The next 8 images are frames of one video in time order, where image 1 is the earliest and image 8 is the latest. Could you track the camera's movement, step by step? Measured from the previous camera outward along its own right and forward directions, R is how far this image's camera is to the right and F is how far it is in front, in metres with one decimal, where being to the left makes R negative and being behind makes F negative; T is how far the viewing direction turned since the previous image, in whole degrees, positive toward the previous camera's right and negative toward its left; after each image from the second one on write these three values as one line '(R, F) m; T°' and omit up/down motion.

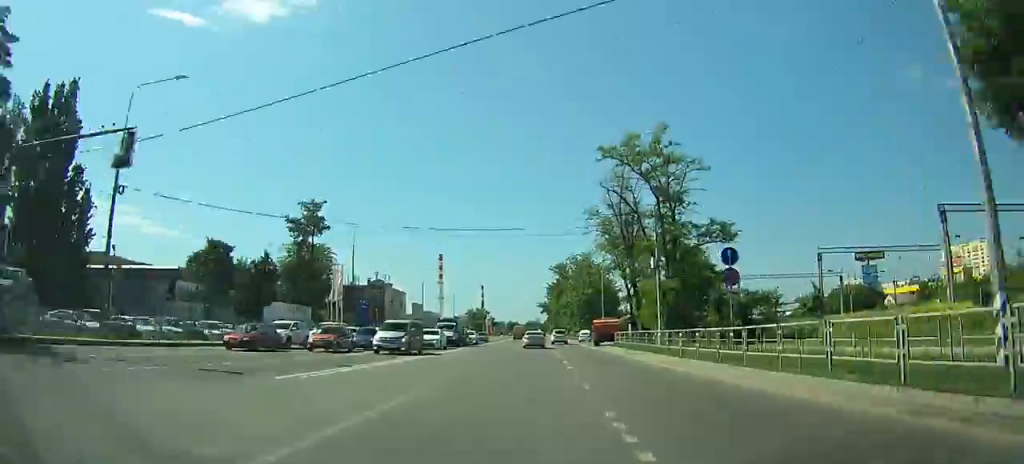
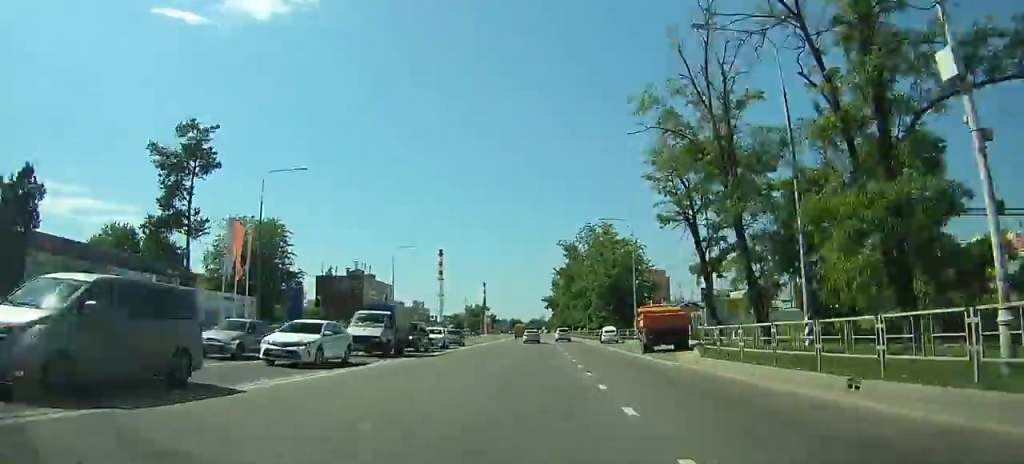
(-0.2, +24.5) m; 0°
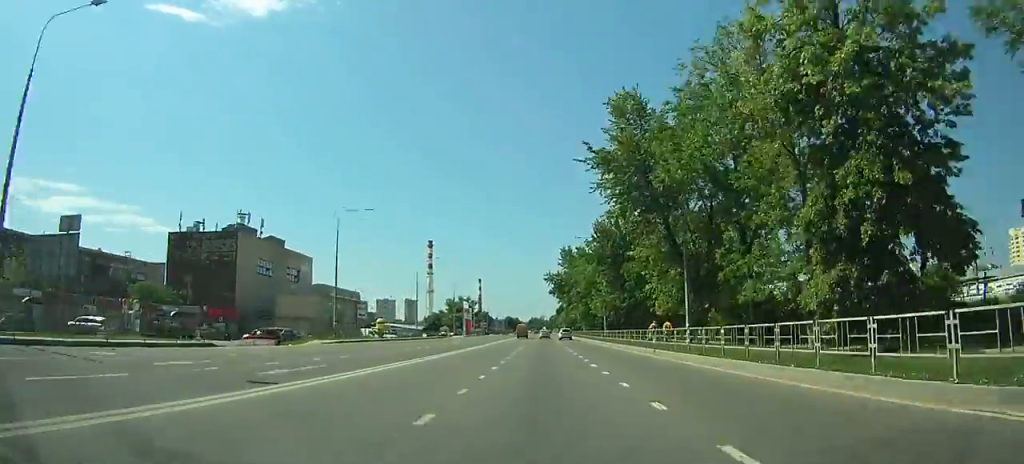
(-0.4, +63.1) m; 0°
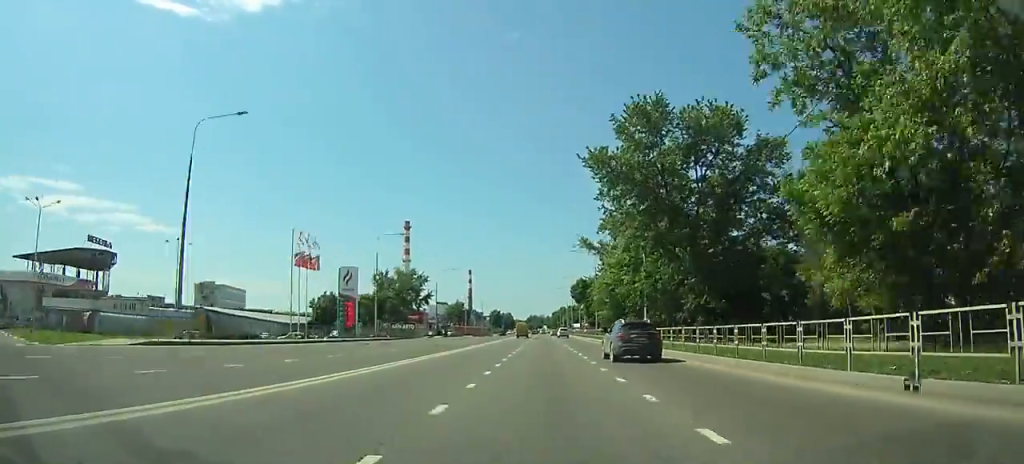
(+0.3, +106.0) m; +1°
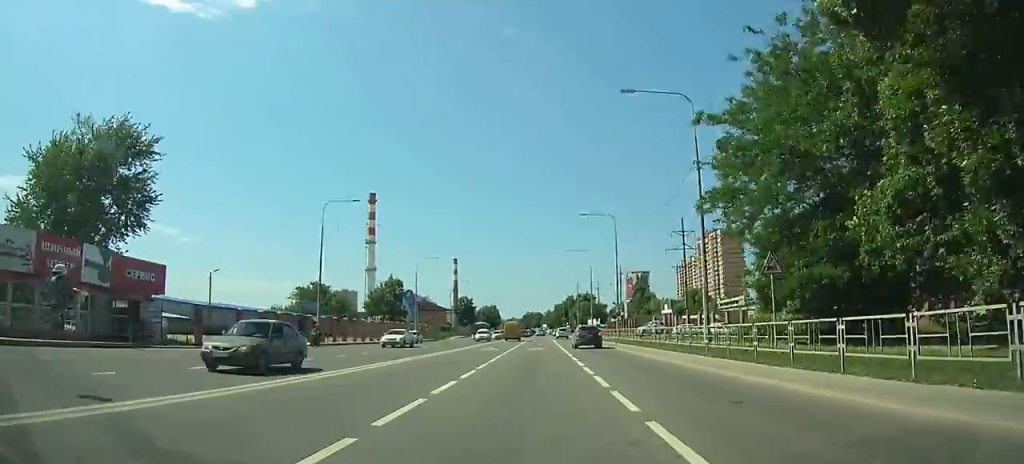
(+0.2, +92.8) m; 0°
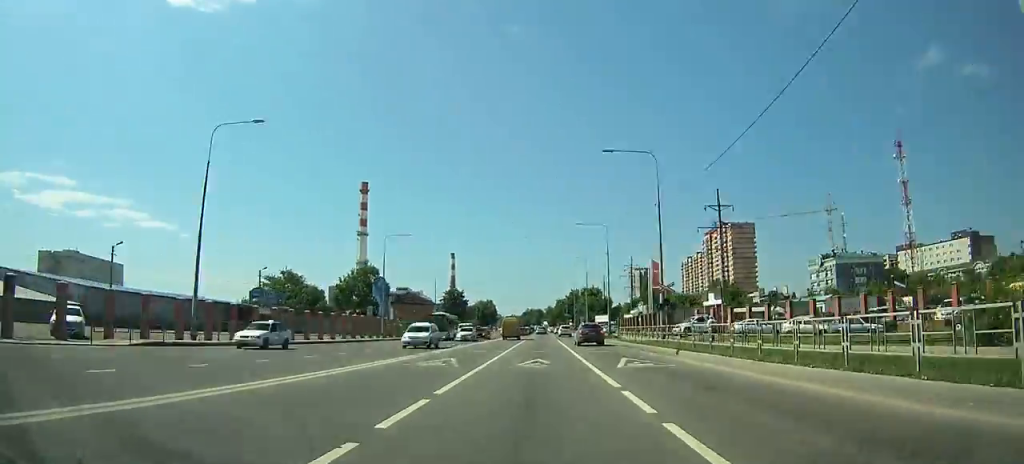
(-0.1, +18.9) m; 0°
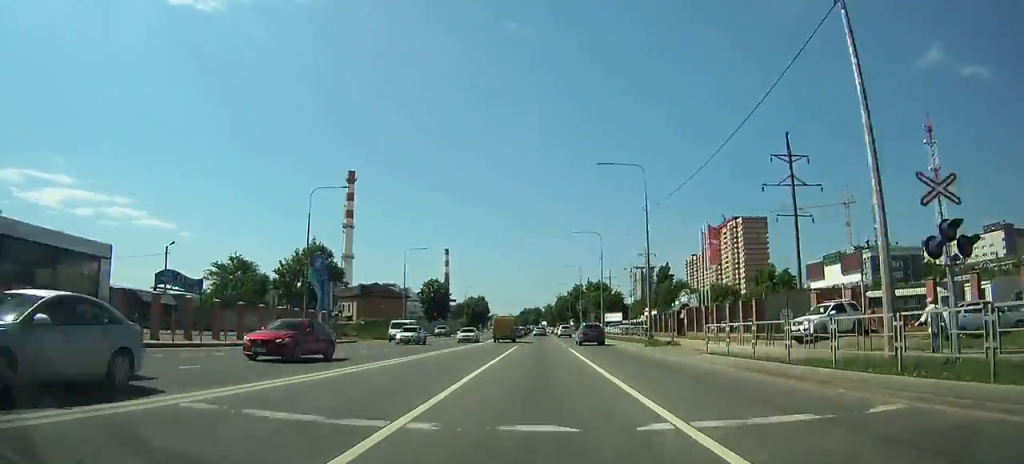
(0.0, +22.7) m; 0°
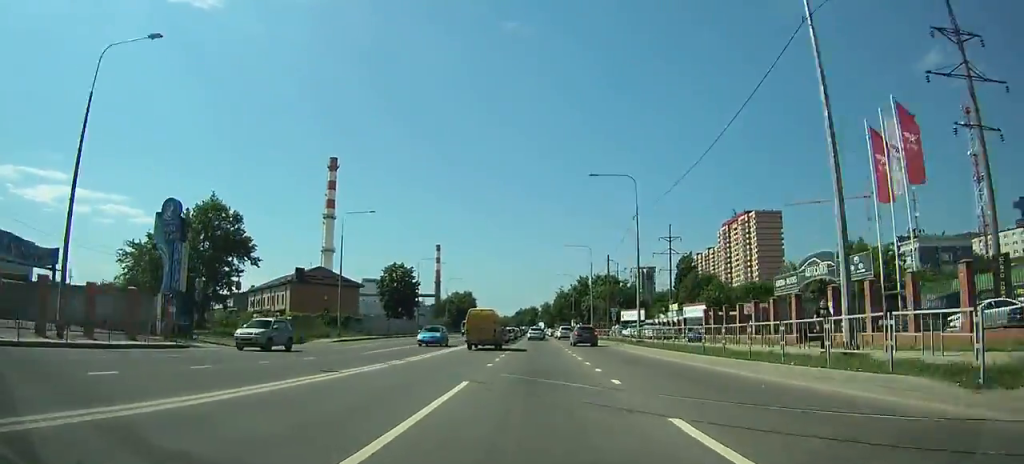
(0.0, +26.7) m; 0°
